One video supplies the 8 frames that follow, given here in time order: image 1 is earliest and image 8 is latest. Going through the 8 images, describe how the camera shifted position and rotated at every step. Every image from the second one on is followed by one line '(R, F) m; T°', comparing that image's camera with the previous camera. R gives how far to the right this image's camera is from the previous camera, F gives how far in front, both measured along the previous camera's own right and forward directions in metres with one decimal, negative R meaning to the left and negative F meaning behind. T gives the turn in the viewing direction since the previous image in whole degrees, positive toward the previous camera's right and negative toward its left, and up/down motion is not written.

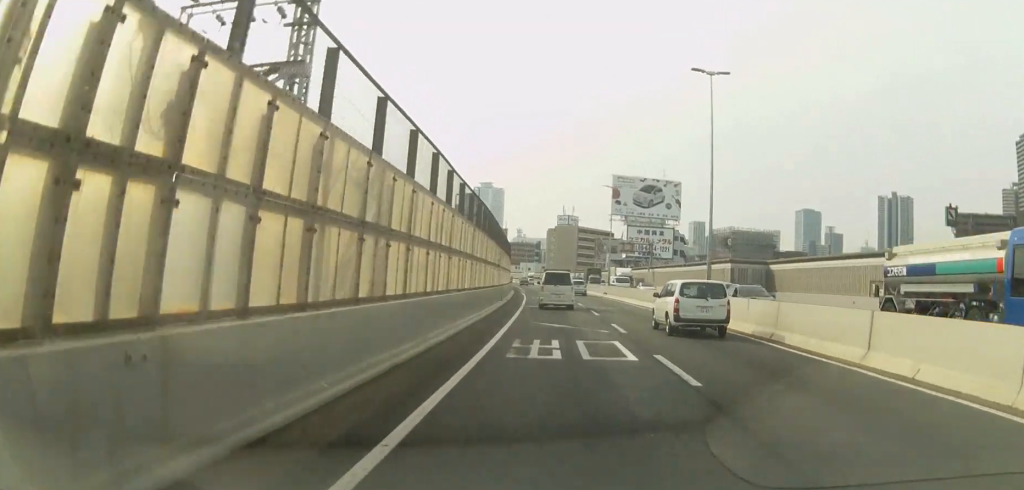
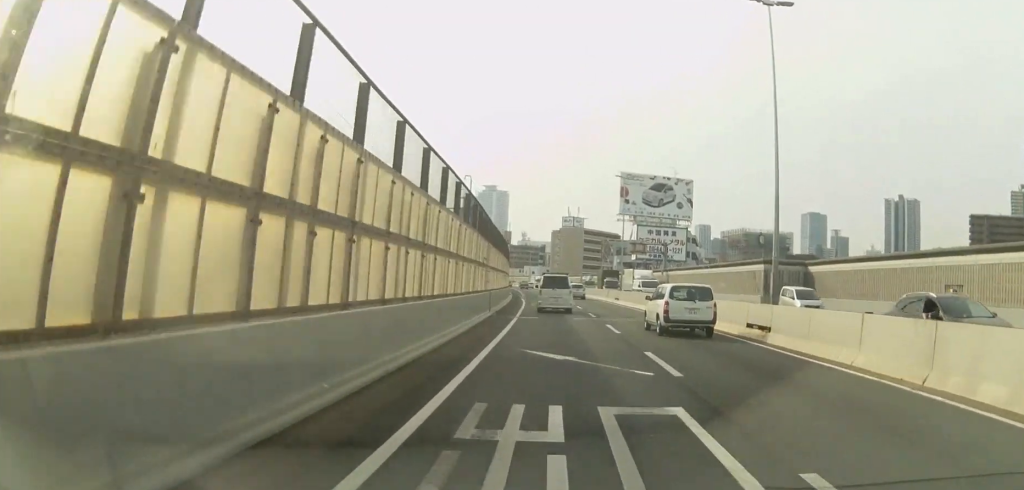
(-0.1, +8.5) m; -1°
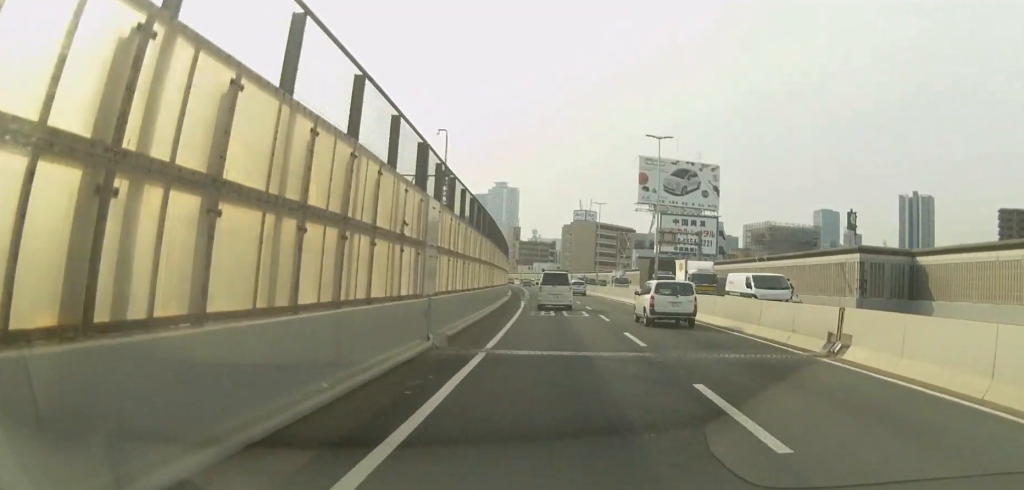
(0.0, +15.4) m; -1°
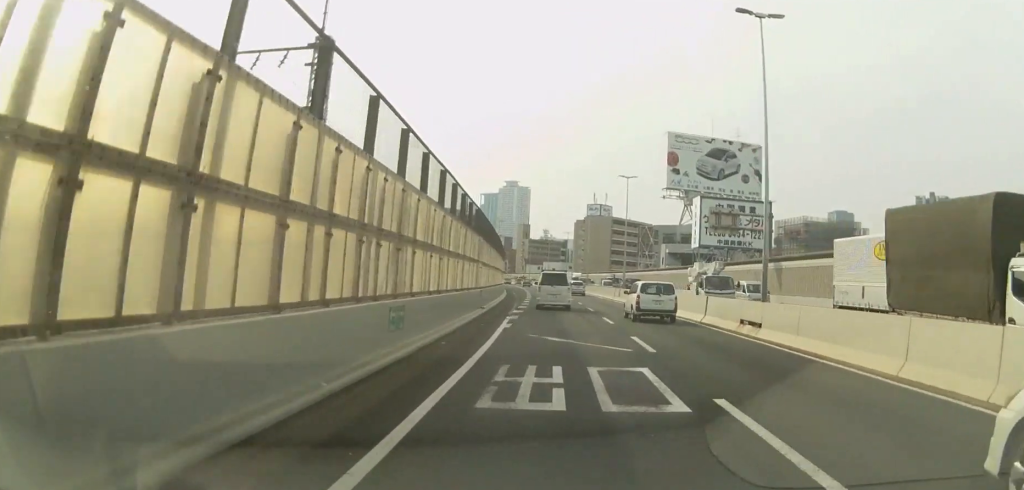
(-0.5, +21.0) m; -3°
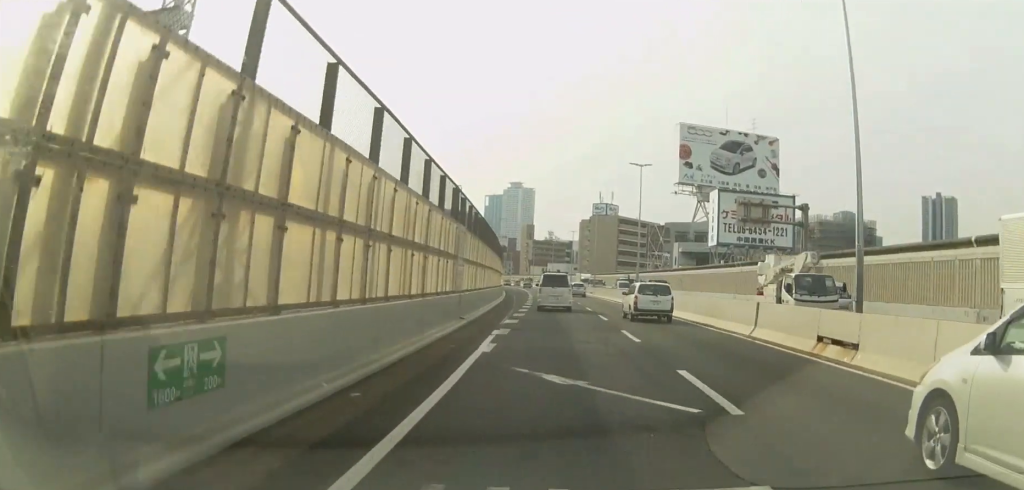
(-0.1, +6.8) m; 0°
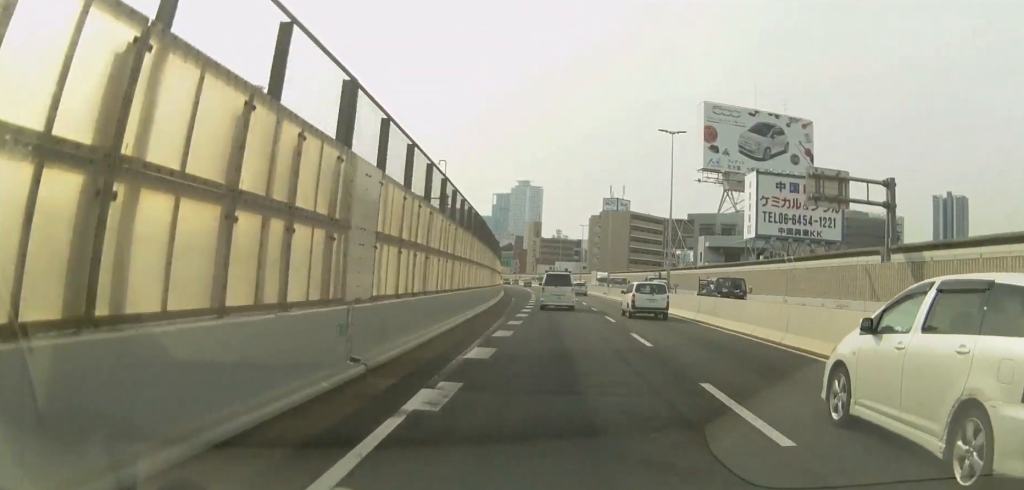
(-0.1, +11.4) m; 0°
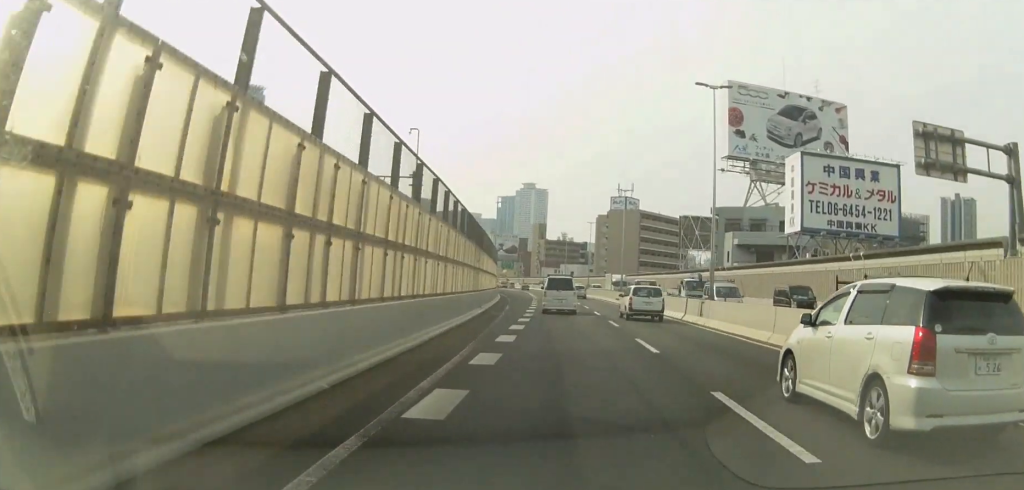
(0.0, +10.3) m; +1°
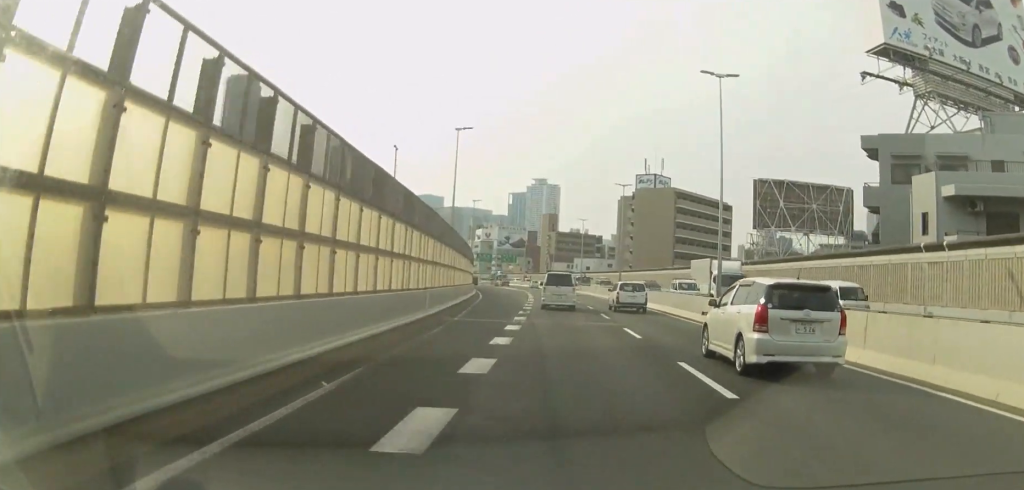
(+0.2, +35.9) m; -2°
